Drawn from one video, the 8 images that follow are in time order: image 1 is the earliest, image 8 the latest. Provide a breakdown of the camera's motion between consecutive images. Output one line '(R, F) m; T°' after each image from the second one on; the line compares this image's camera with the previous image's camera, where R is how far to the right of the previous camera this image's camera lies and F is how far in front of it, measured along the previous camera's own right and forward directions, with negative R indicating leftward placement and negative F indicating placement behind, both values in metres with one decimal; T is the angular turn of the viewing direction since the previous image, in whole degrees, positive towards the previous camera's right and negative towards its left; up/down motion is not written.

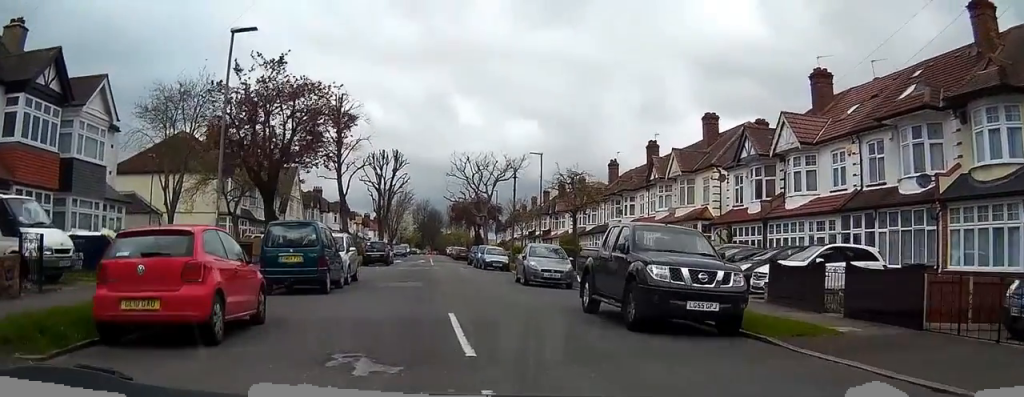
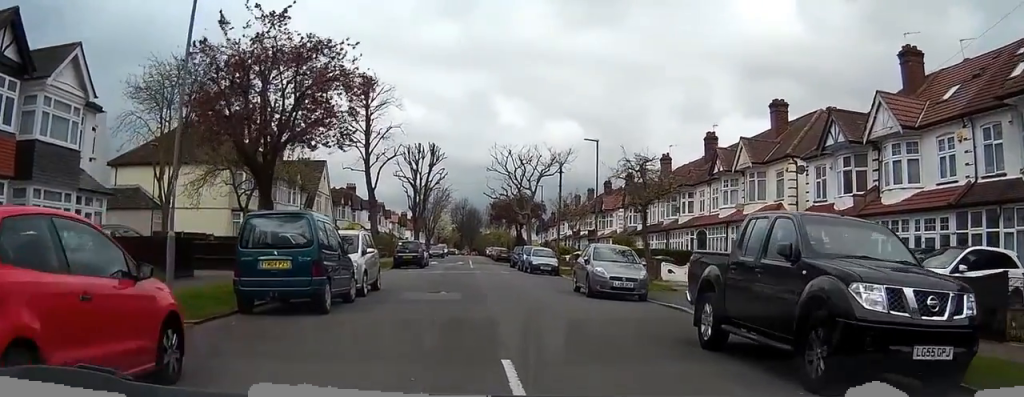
(-0.3, +5.1) m; -4°
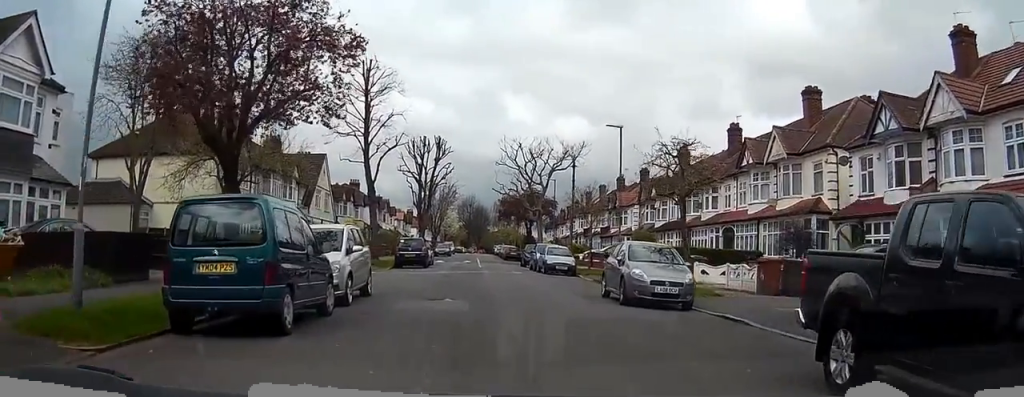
(0.0, +3.6) m; +1°
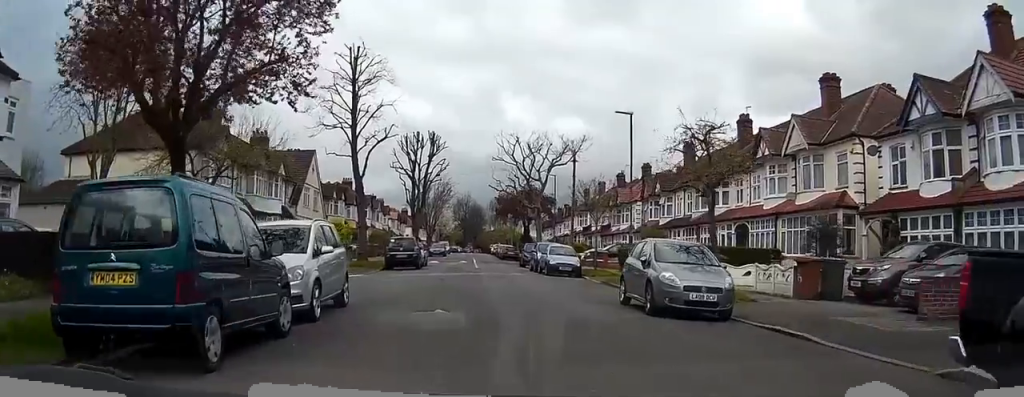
(0.0, +3.0) m; +1°
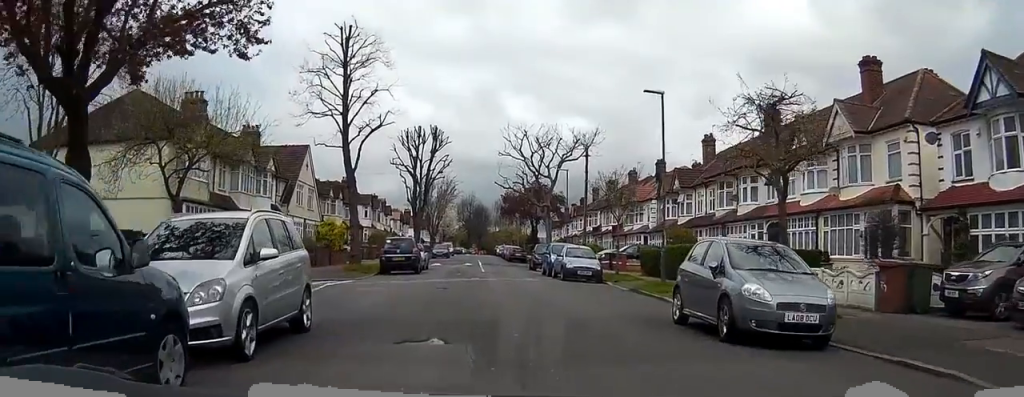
(0.0, +4.0) m; 0°
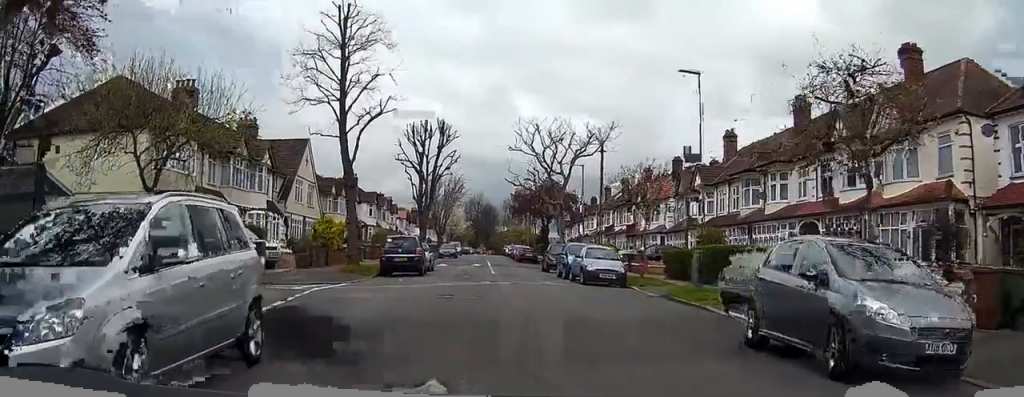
(0.0, +3.1) m; 0°
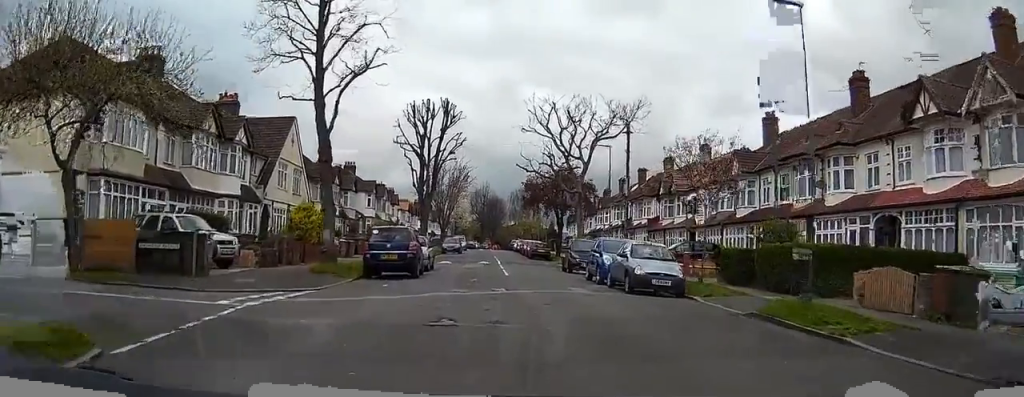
(-0.1, +6.4) m; 0°
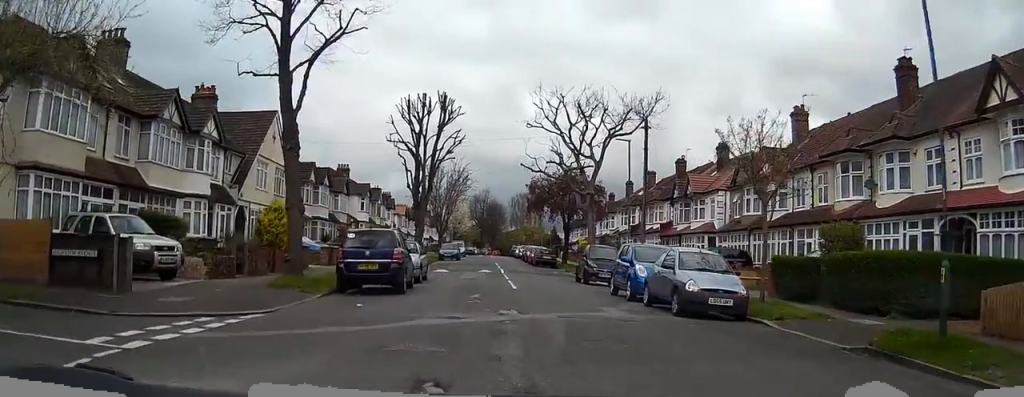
(+0.1, +4.5) m; +1°
